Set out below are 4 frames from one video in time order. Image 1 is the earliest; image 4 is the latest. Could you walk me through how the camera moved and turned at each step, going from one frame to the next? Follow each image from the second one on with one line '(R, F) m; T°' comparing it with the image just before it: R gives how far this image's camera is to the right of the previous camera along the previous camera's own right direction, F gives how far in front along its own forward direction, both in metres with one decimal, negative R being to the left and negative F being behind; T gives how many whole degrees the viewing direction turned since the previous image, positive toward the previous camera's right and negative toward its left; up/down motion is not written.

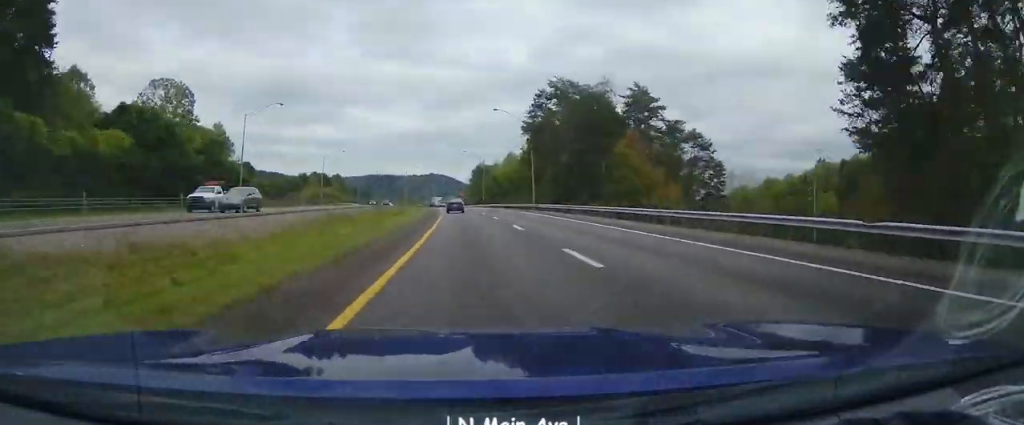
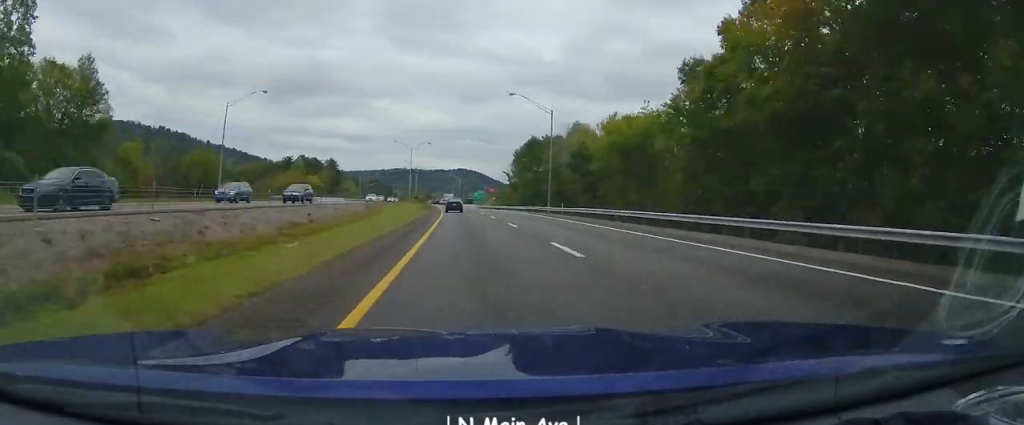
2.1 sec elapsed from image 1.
(-1.1, +71.9) m; -2°
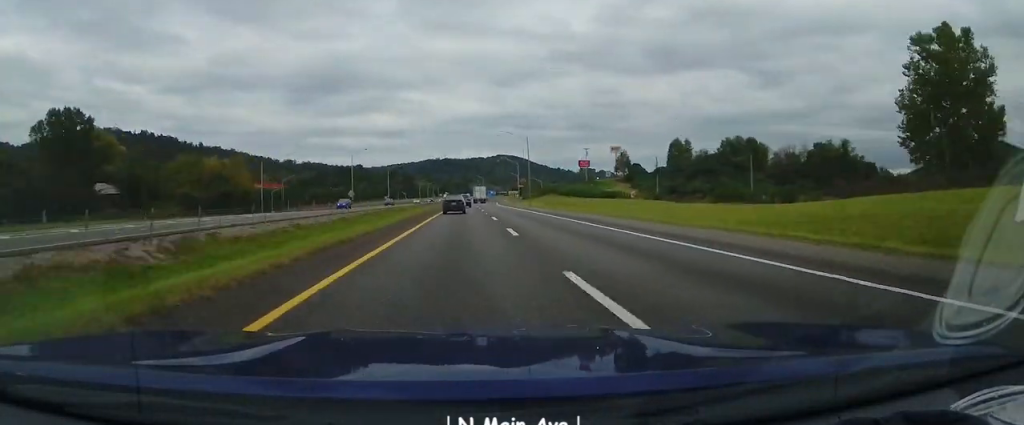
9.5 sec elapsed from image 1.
(-7.5, +246.5) m; -2°
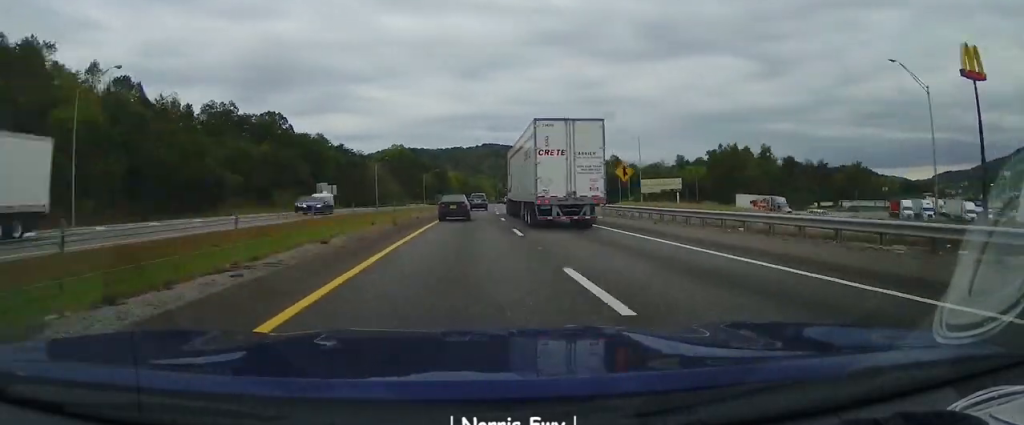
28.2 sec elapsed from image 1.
(+13.5, +609.0) m; +6°
